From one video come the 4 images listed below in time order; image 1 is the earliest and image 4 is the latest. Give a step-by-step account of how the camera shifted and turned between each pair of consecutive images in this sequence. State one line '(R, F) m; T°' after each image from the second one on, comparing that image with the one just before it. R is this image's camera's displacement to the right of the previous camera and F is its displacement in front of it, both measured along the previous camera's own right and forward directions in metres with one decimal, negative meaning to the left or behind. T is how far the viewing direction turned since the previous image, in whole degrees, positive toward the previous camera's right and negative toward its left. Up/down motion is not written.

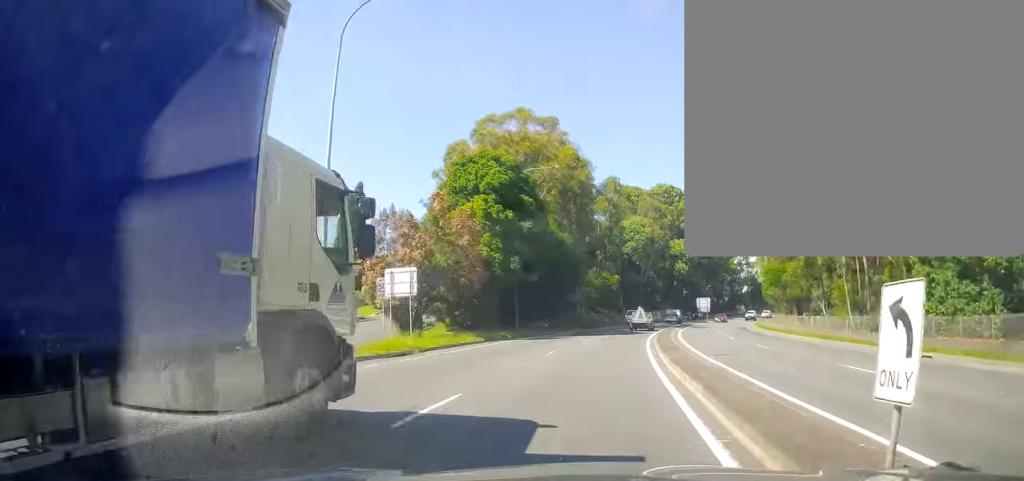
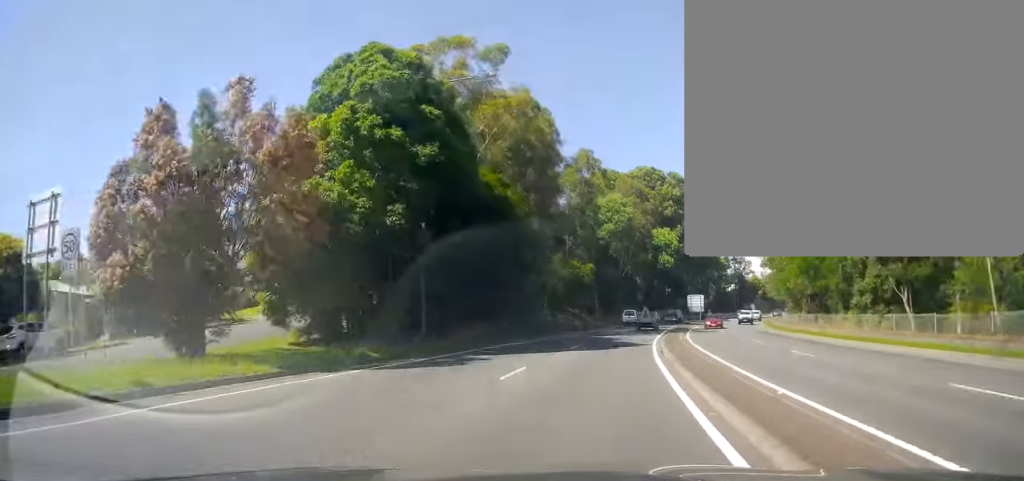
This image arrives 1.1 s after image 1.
(+0.3, +17.5) m; +2°
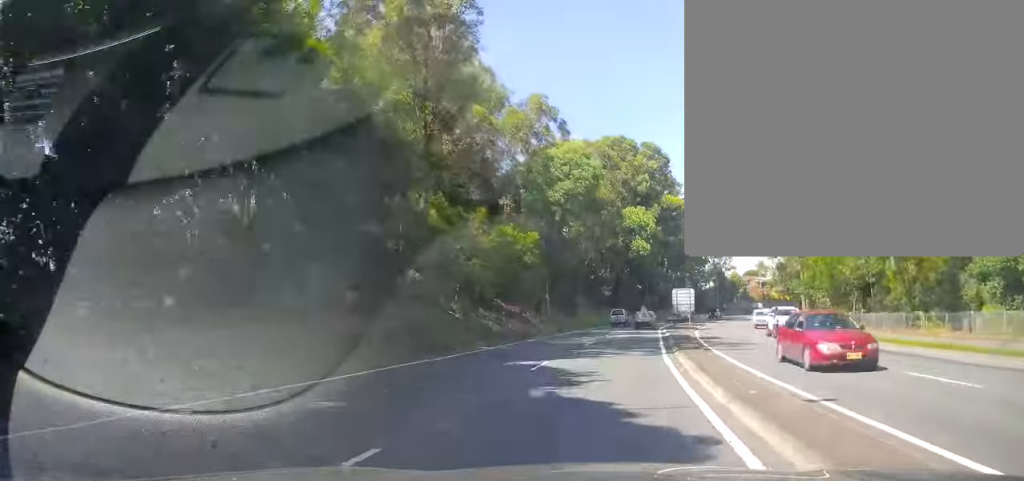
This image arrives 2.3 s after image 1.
(+0.2, +21.3) m; +2°
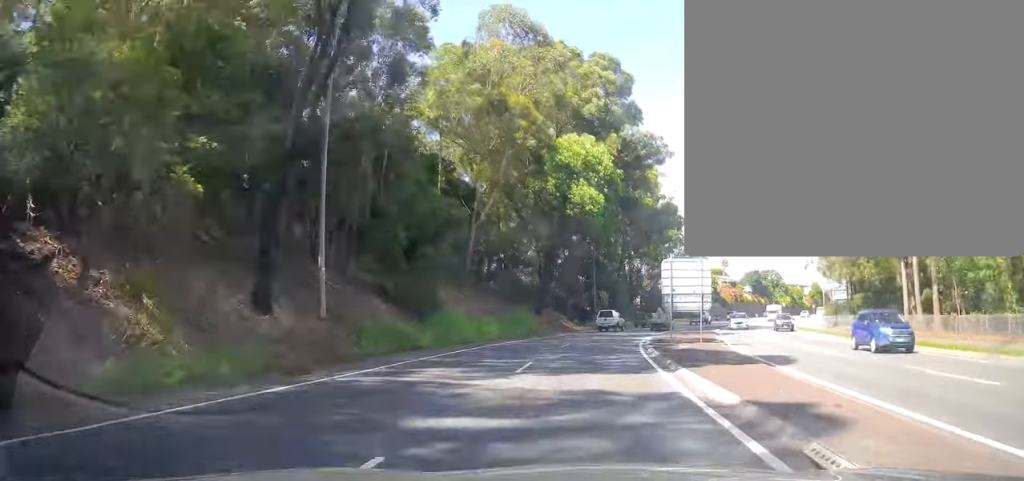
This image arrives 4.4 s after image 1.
(+2.8, +35.8) m; +8°
